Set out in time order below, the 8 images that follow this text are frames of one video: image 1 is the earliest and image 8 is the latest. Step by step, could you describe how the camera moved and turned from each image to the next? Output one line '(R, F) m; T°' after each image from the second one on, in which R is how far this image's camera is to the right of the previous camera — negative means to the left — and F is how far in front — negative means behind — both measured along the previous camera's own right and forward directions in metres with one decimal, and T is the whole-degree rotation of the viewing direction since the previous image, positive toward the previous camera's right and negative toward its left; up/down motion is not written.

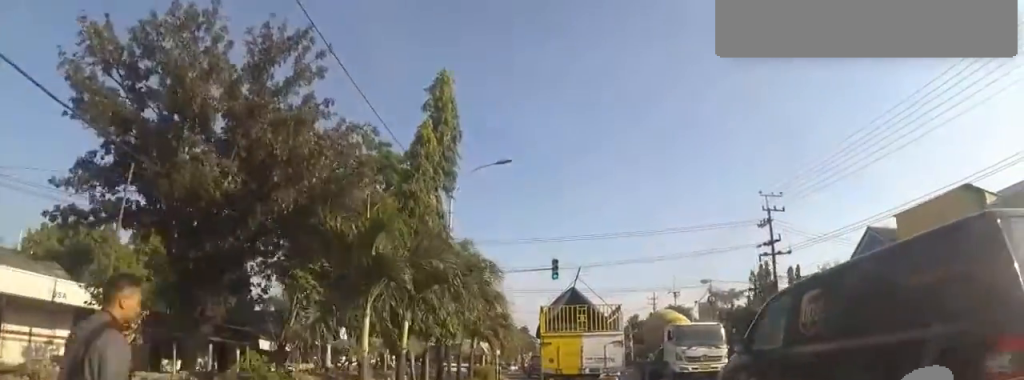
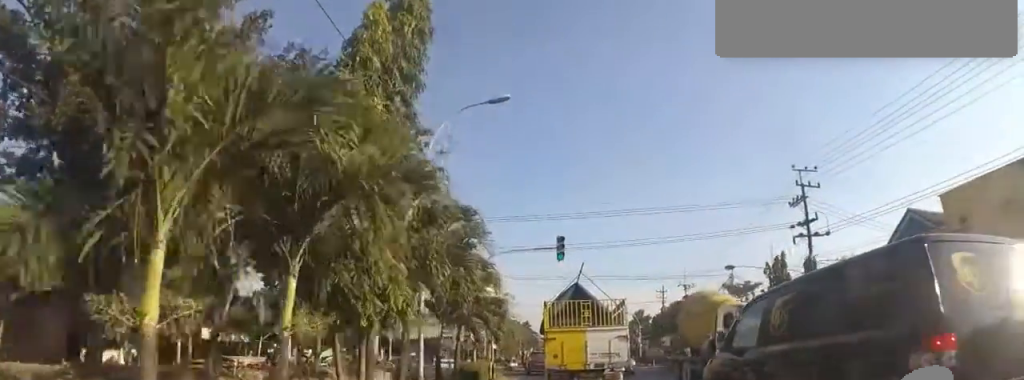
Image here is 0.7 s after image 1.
(0.0, +4.3) m; 0°
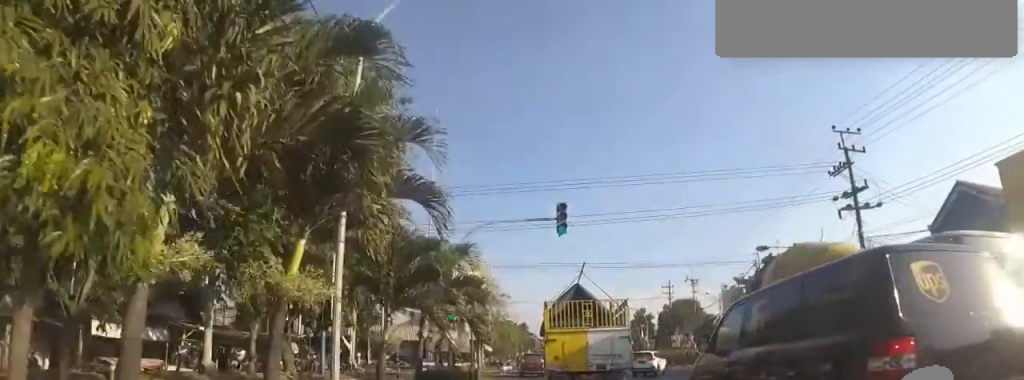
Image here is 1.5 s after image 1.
(0.0, +5.3) m; 0°
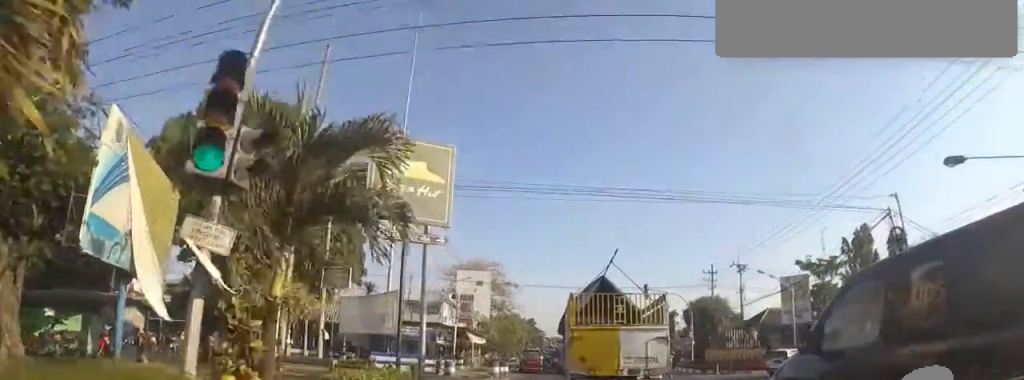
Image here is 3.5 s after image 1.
(0.0, +13.5) m; 0°
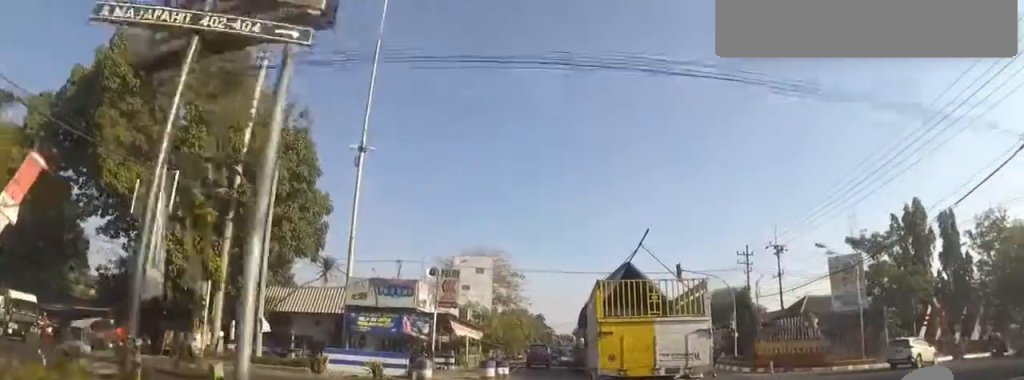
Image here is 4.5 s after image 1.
(0.0, +7.3) m; 0°
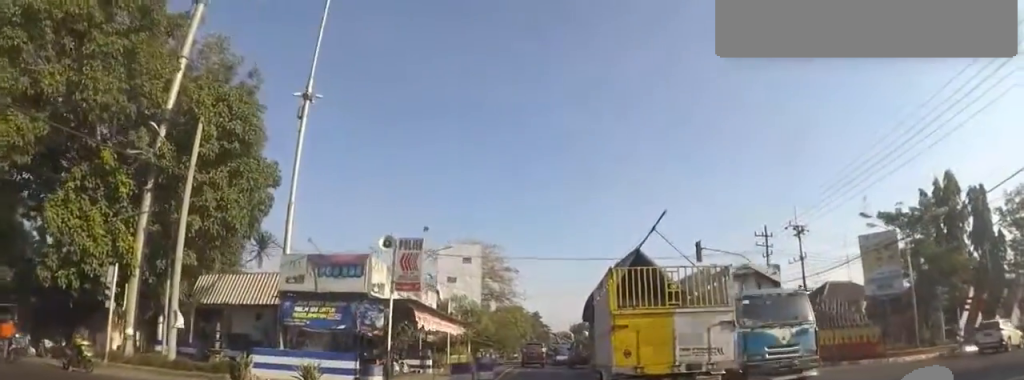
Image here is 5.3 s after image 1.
(0.0, +5.3) m; 0°
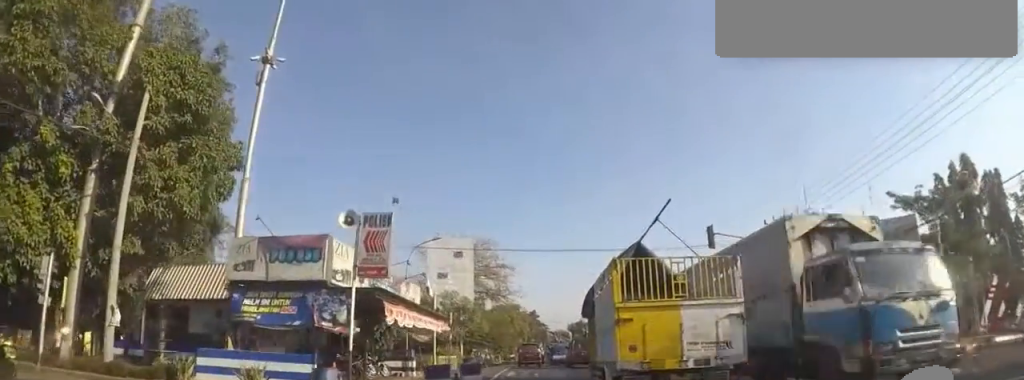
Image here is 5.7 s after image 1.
(0.0, +2.7) m; 0°
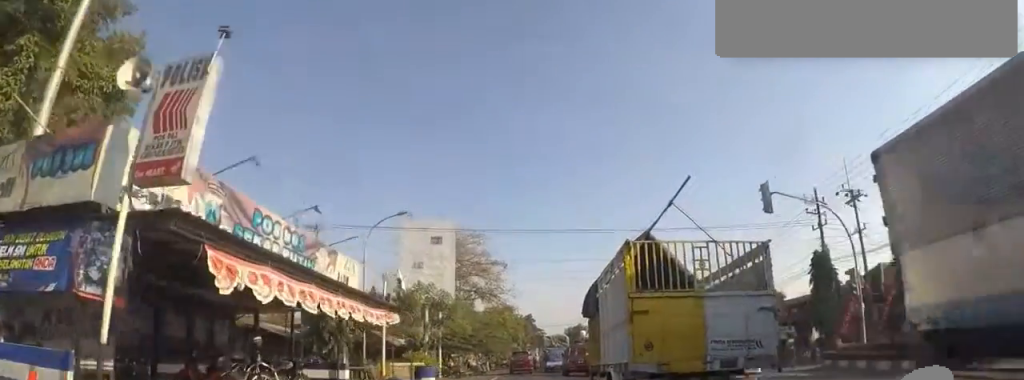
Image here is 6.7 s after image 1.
(0.0, +7.3) m; 0°
